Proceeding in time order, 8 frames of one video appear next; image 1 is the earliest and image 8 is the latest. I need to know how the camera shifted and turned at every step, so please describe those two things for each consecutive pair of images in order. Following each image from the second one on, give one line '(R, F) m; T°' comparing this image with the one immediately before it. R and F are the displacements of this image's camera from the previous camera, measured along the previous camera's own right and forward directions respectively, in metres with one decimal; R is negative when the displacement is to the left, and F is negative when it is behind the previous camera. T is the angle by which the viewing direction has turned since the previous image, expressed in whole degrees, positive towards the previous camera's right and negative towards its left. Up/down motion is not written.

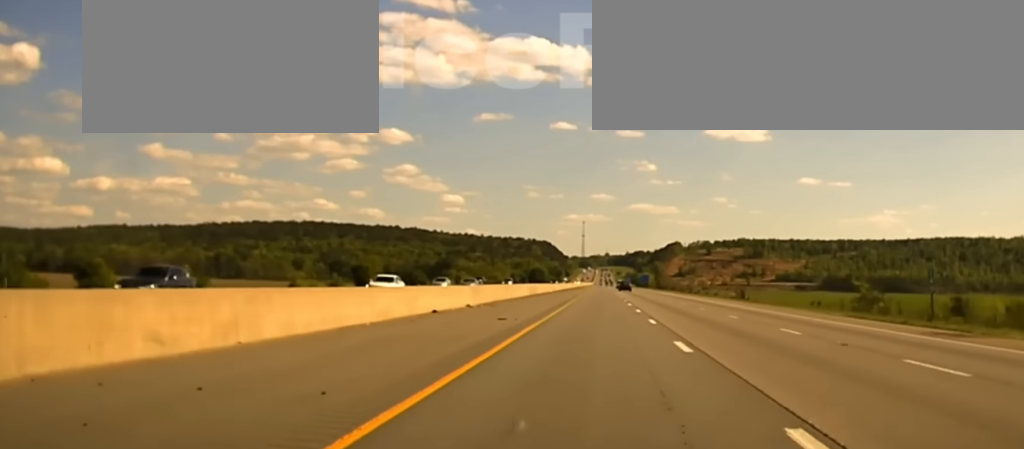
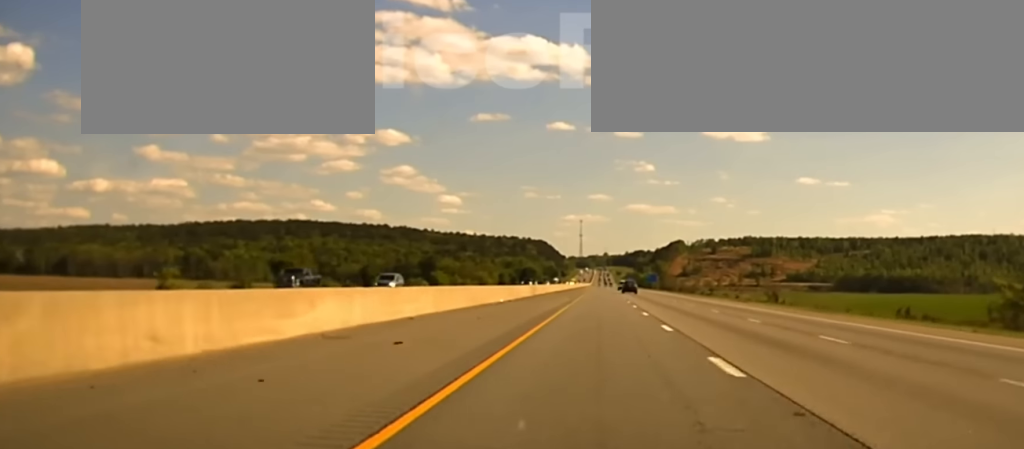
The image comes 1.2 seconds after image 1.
(+0.1, +65.8) m; 0°
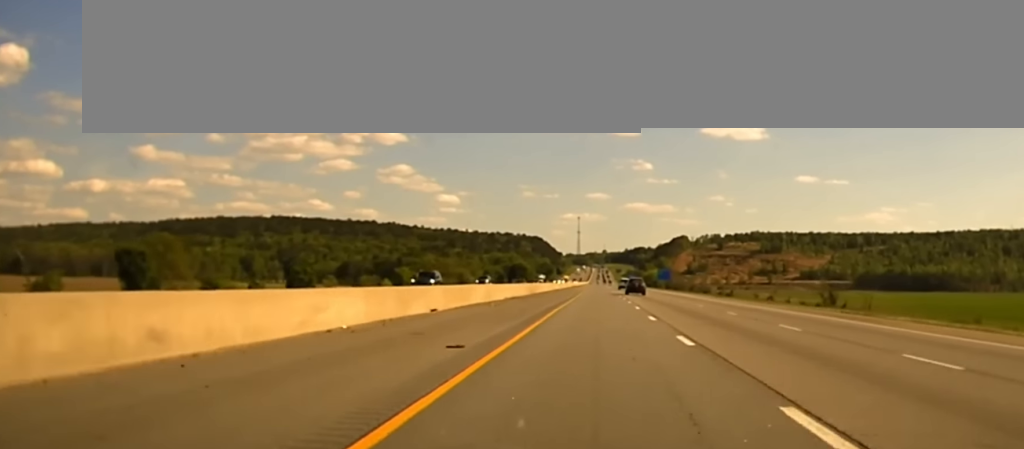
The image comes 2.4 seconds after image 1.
(-0.3, +72.9) m; 0°
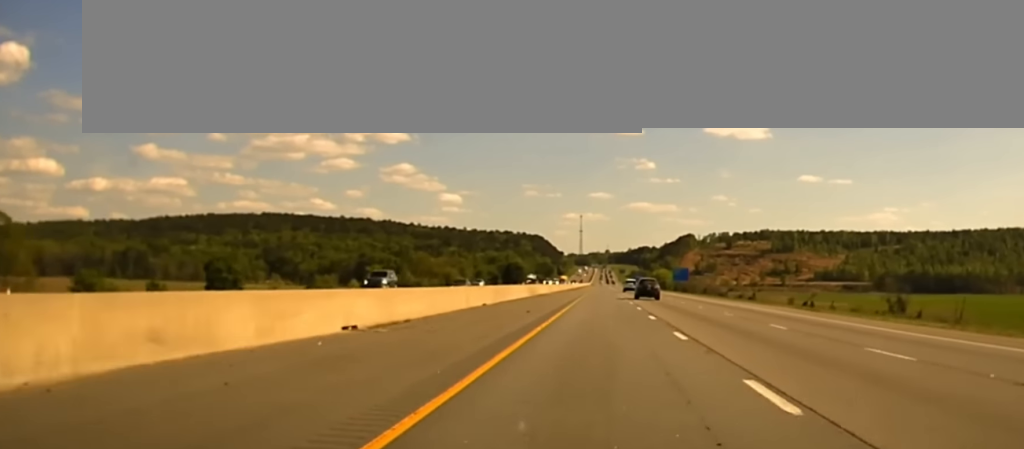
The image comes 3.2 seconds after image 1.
(+0.1, +48.2) m; 0°
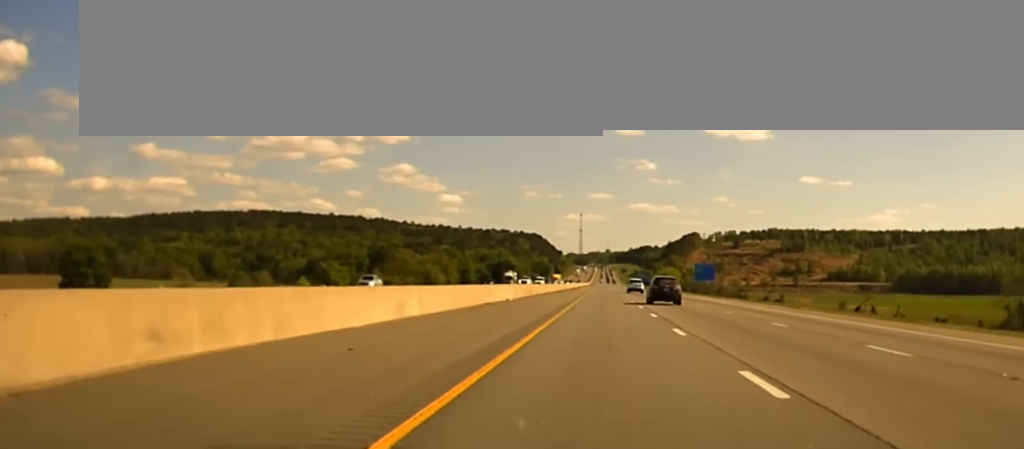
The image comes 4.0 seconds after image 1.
(+0.1, +47.5) m; 0°
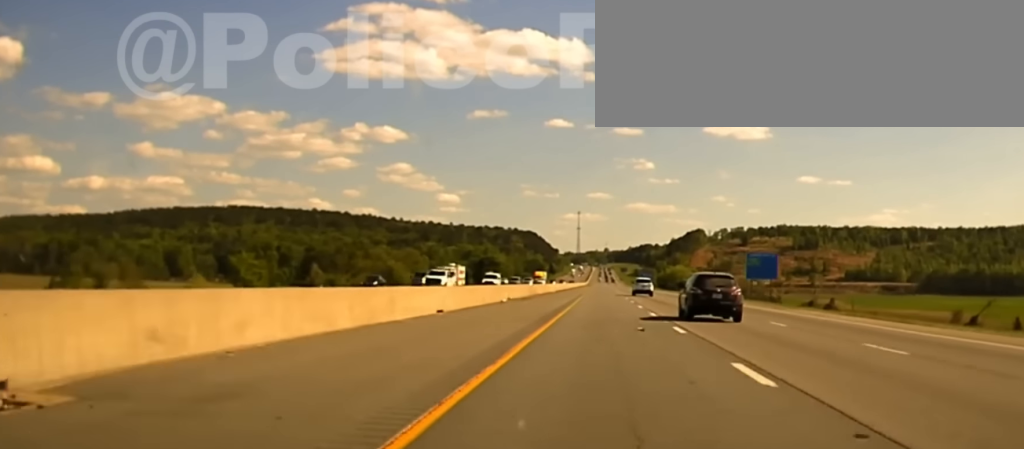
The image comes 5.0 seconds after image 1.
(+0.2, +53.0) m; 0°
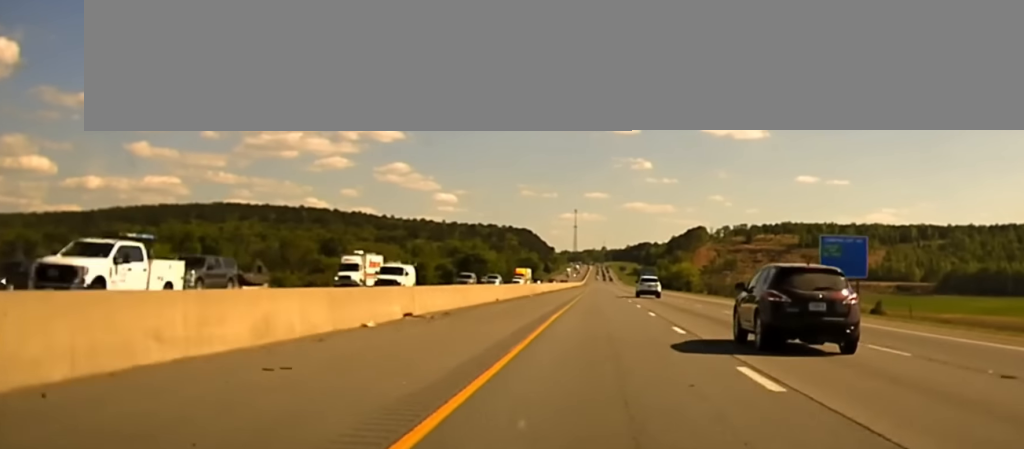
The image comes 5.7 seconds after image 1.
(0.0, +36.2) m; 0°
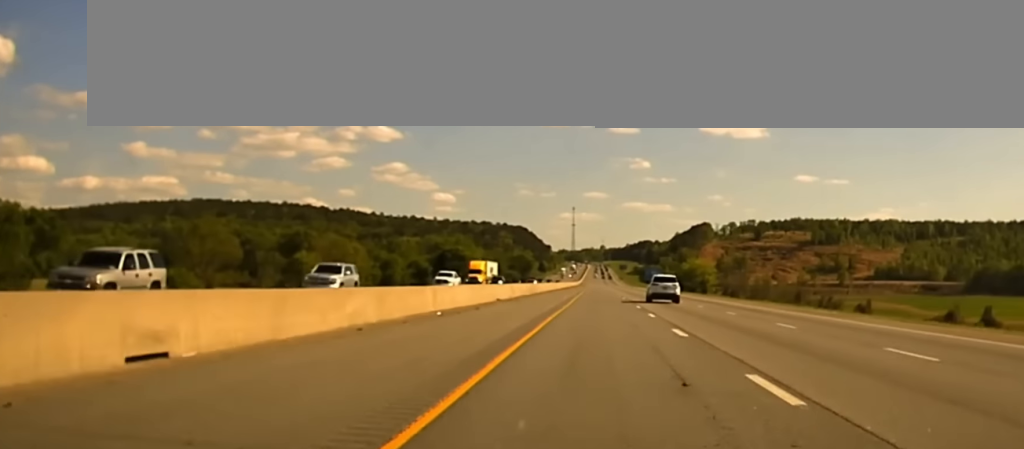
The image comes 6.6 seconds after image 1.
(-0.1, +48.1) m; 0°
